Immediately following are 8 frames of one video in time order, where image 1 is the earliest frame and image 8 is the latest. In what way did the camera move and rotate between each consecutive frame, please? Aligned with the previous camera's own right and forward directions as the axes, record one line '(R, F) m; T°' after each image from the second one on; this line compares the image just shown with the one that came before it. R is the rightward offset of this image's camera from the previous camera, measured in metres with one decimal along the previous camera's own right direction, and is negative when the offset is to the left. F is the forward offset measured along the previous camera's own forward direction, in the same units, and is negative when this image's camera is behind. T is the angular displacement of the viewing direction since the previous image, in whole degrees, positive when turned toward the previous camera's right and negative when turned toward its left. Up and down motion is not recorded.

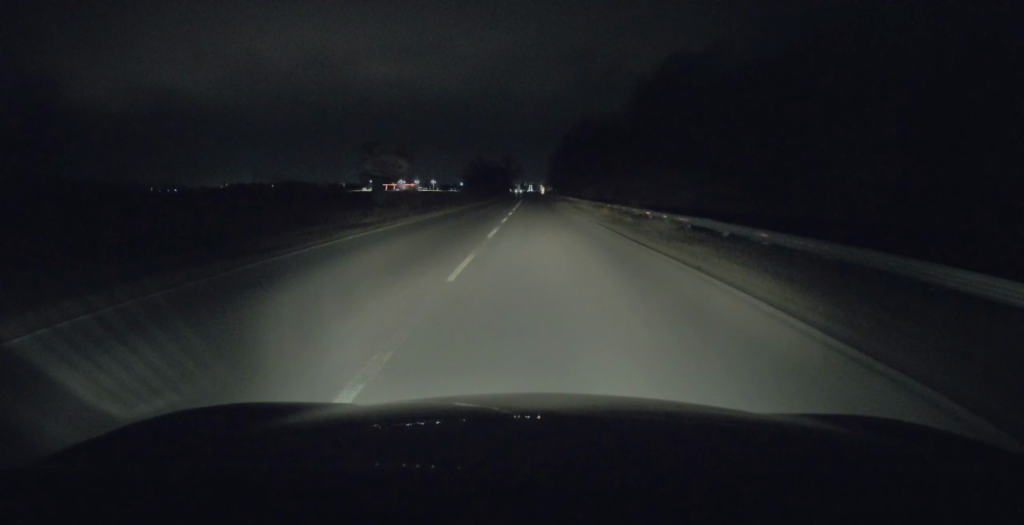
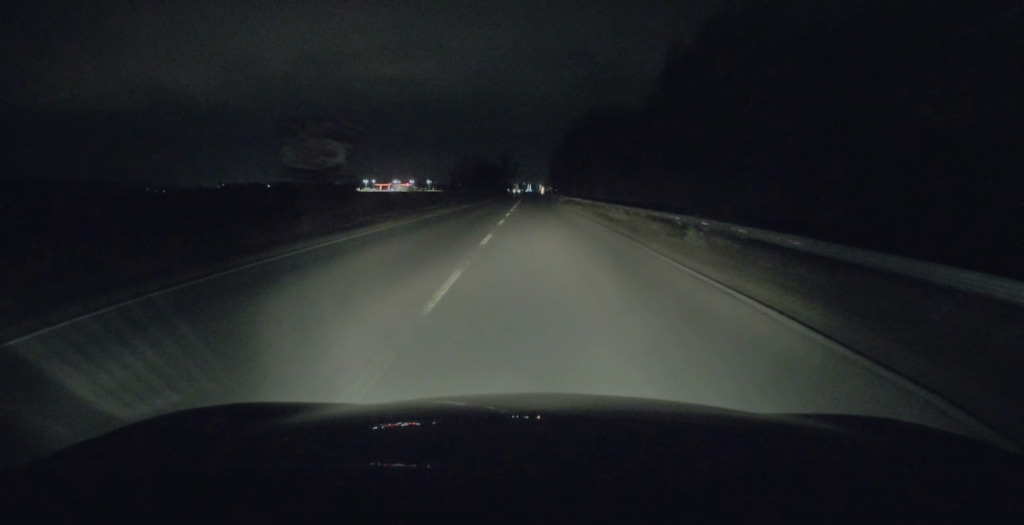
(+0.1, +17.7) m; 0°
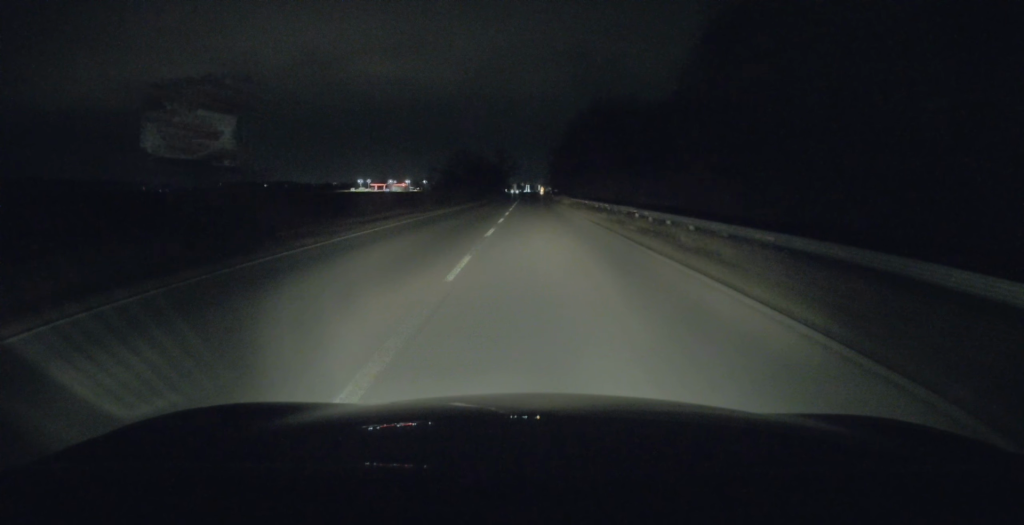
(+0.1, +13.6) m; 0°
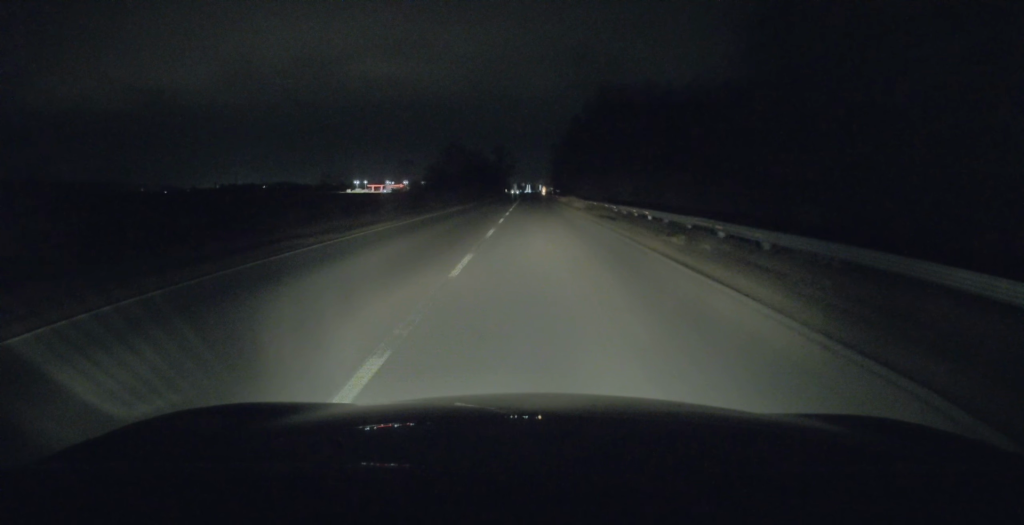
(-0.1, +15.1) m; 0°
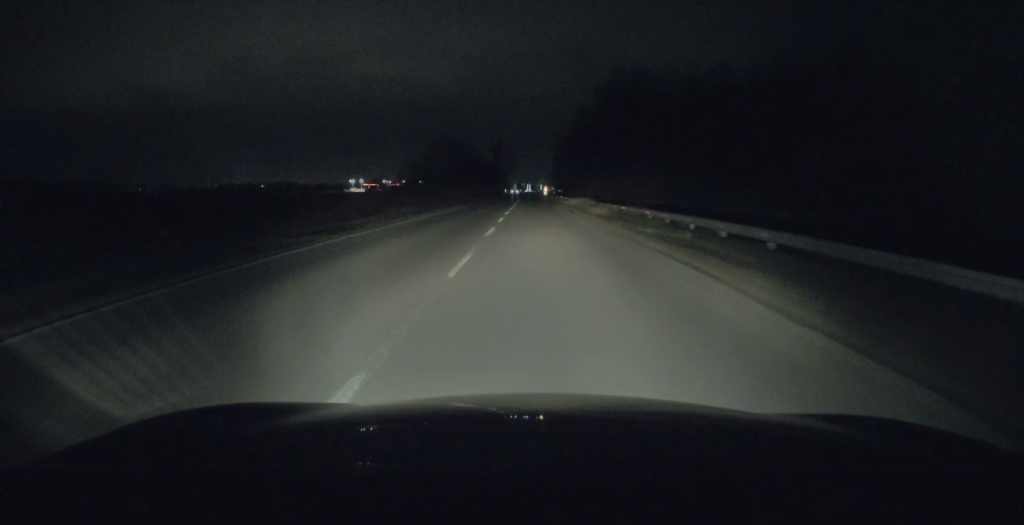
(+0.1, +15.7) m; 0°
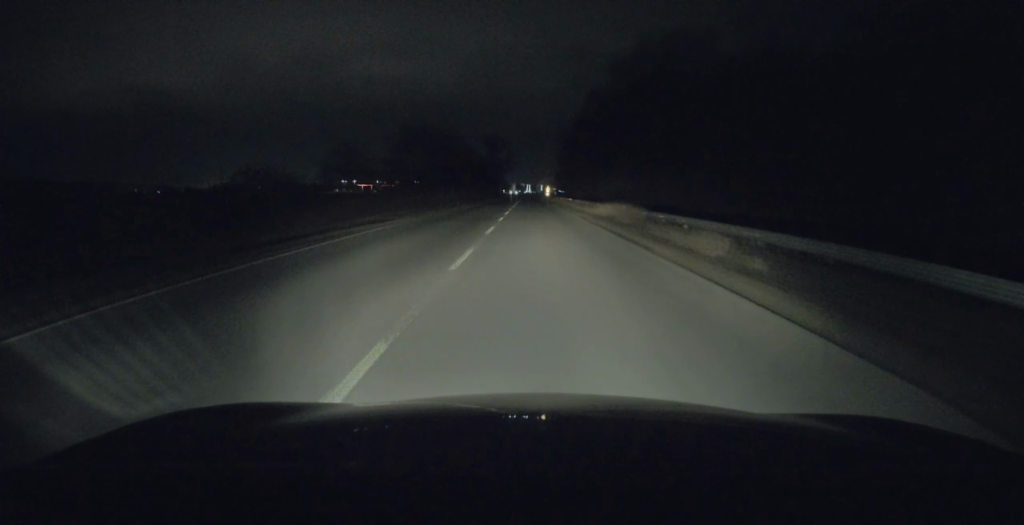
(+0.1, +22.3) m; 0°
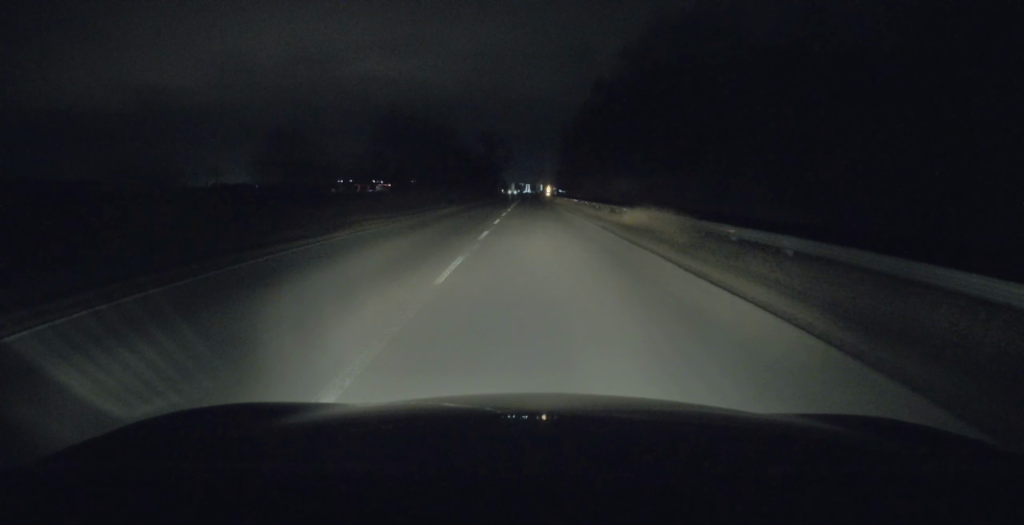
(0.0, +9.4) m; 0°
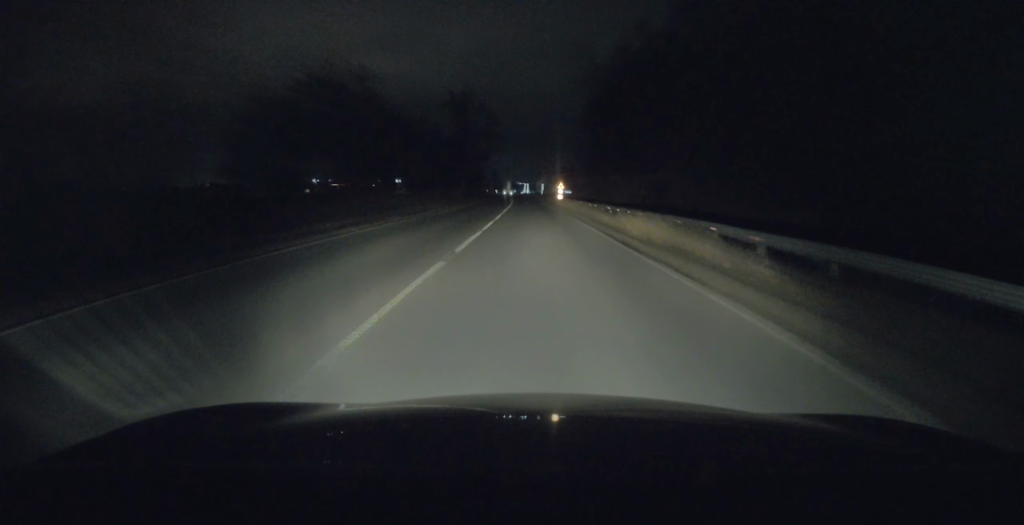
(-0.1, +56.1) m; 0°
